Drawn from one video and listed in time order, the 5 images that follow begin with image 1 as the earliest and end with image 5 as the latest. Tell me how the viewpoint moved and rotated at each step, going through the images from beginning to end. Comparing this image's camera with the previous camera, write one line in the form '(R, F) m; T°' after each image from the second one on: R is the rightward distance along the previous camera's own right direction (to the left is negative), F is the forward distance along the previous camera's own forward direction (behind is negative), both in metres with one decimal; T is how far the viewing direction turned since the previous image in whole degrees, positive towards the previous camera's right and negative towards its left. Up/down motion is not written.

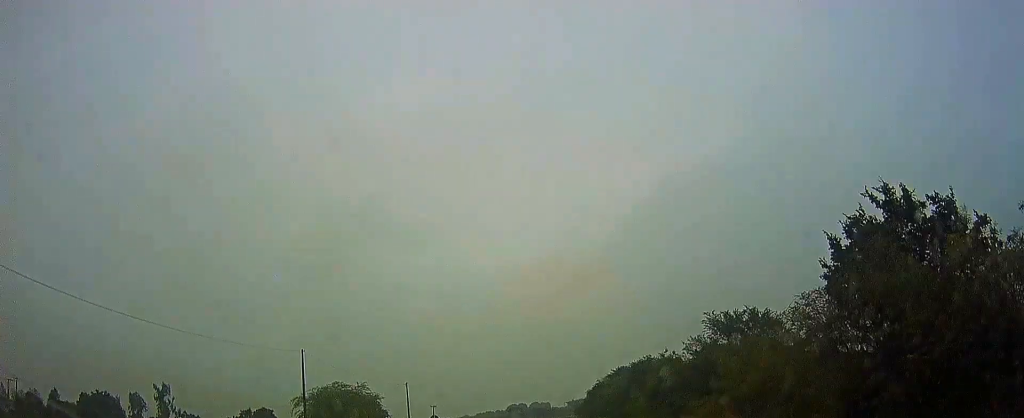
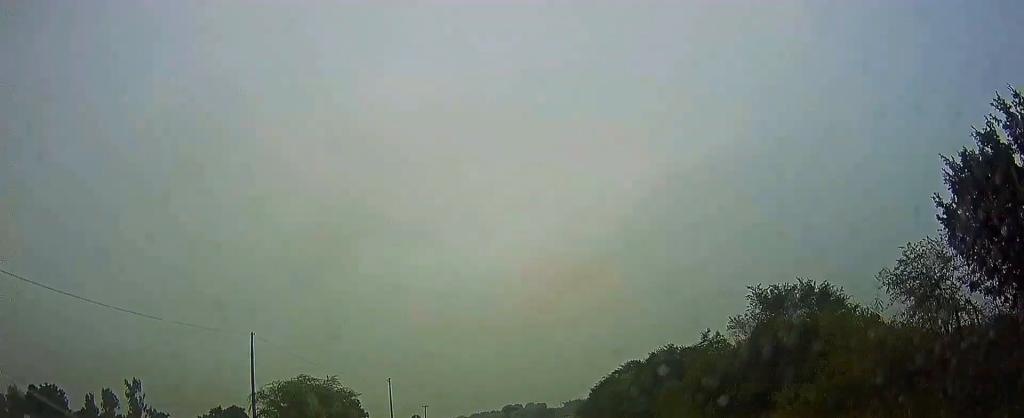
(0.0, +8.7) m; 0°
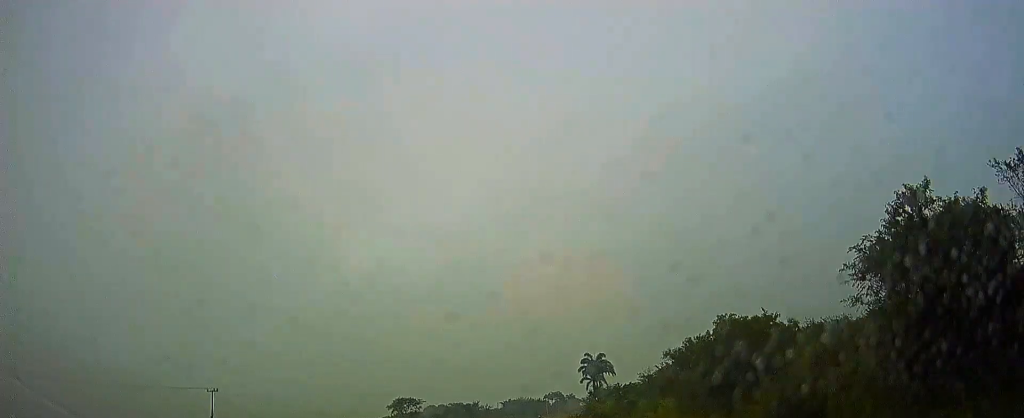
(+5.5, +103.6) m; +6°
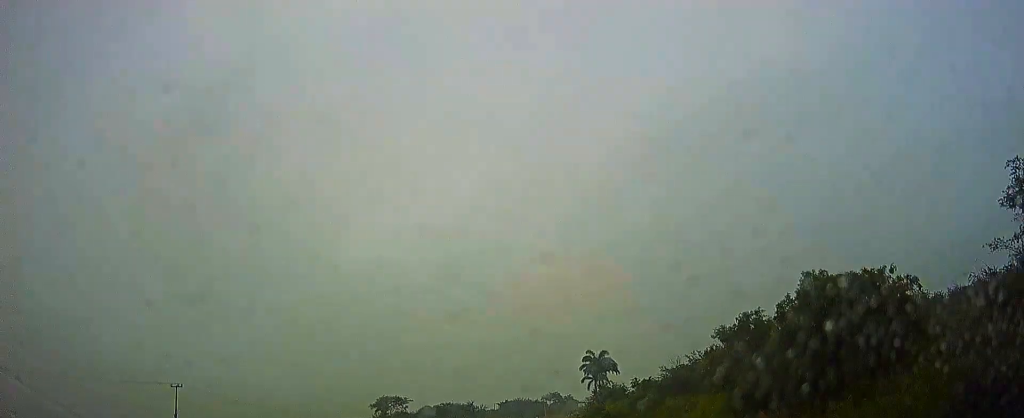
(+0.4, +9.2) m; +1°
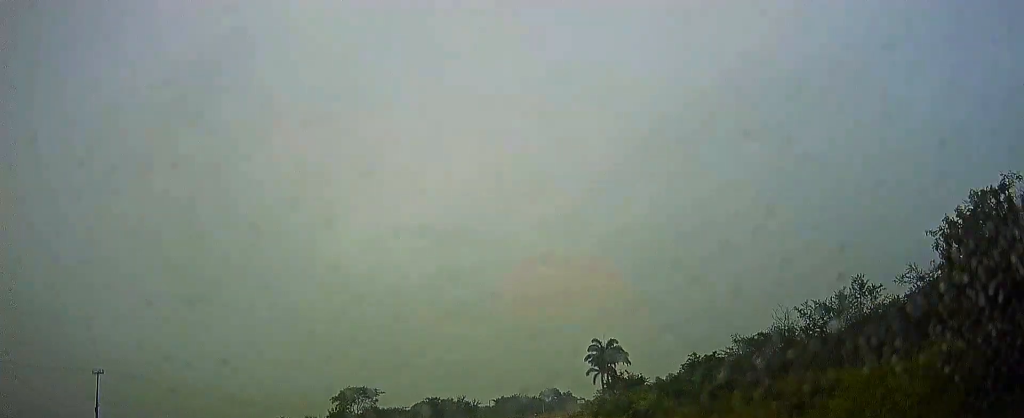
(+0.5, +16.4) m; +2°
